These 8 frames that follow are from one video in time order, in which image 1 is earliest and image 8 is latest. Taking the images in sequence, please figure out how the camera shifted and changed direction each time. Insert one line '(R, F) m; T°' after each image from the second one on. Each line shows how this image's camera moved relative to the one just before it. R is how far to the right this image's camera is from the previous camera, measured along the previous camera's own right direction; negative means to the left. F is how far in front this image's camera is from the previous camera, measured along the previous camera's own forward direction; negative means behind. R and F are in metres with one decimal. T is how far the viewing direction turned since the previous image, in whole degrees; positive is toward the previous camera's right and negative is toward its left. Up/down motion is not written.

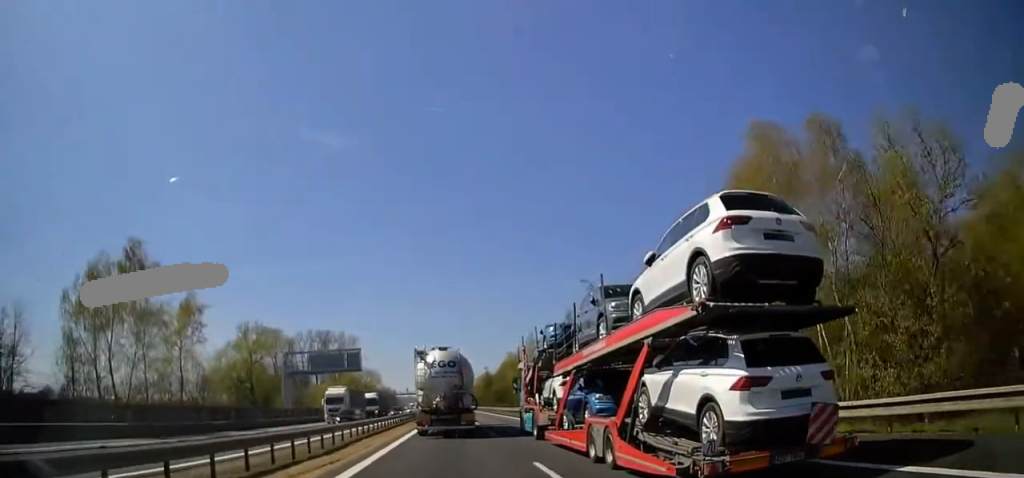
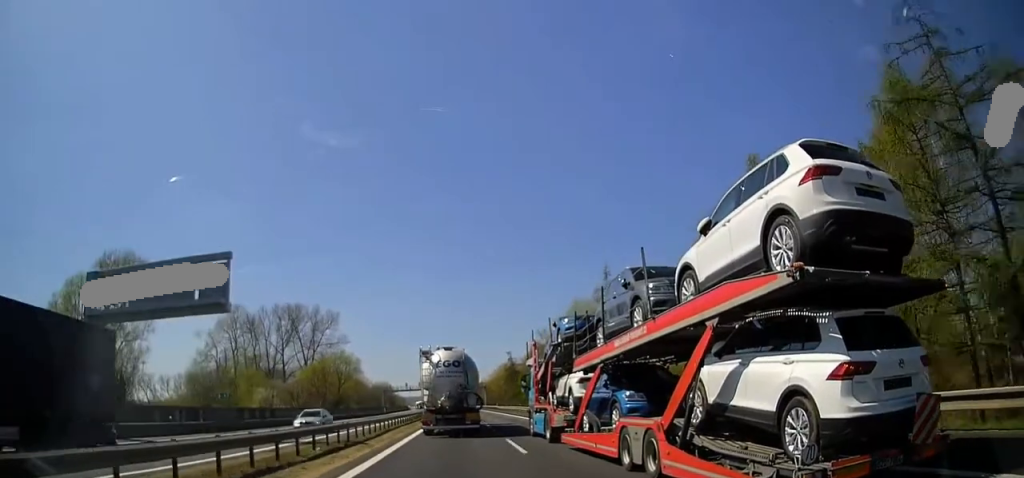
(-0.6, +45.2) m; -1°
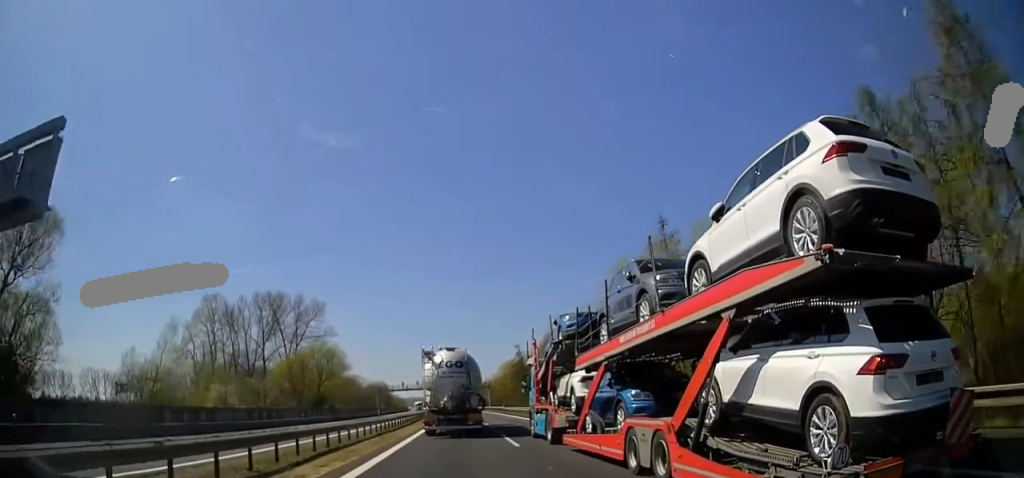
(0.0, +15.4) m; 0°
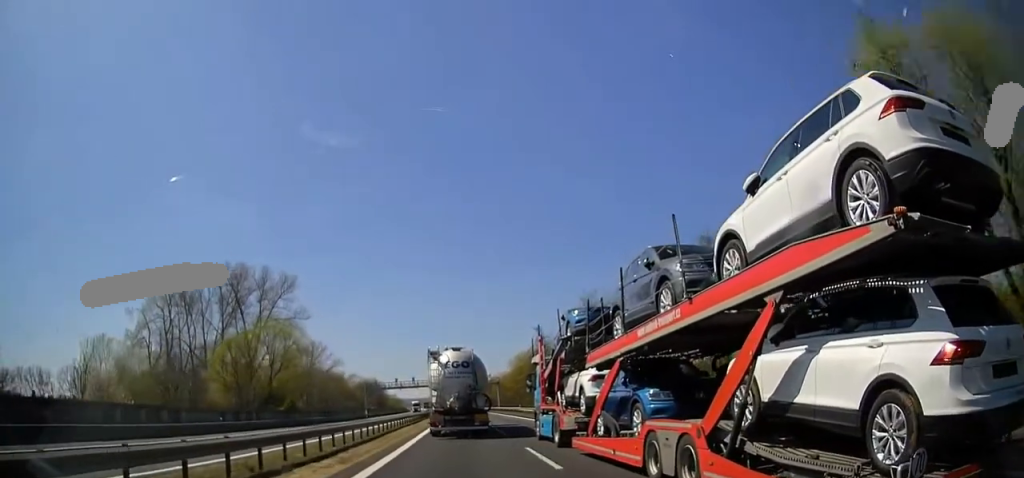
(0.0, +24.5) m; 0°
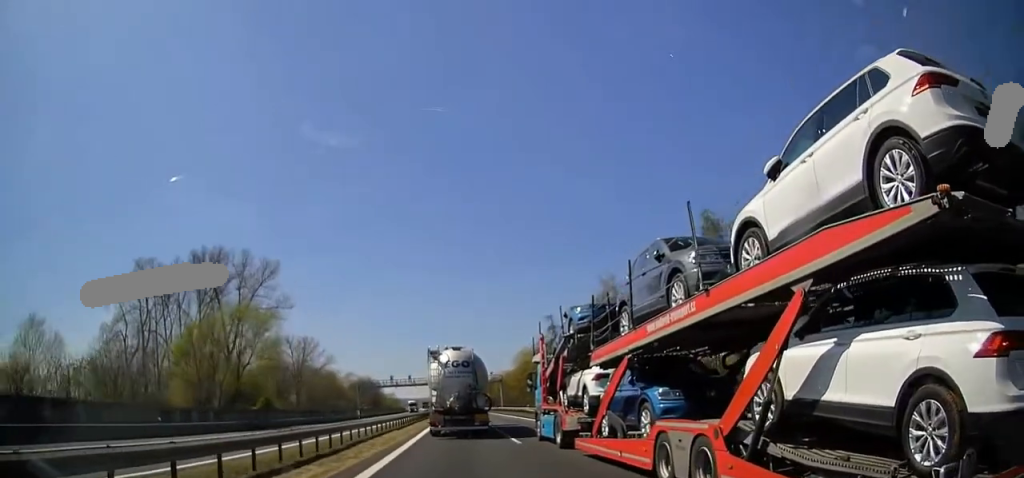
(0.0, +9.8) m; 0°
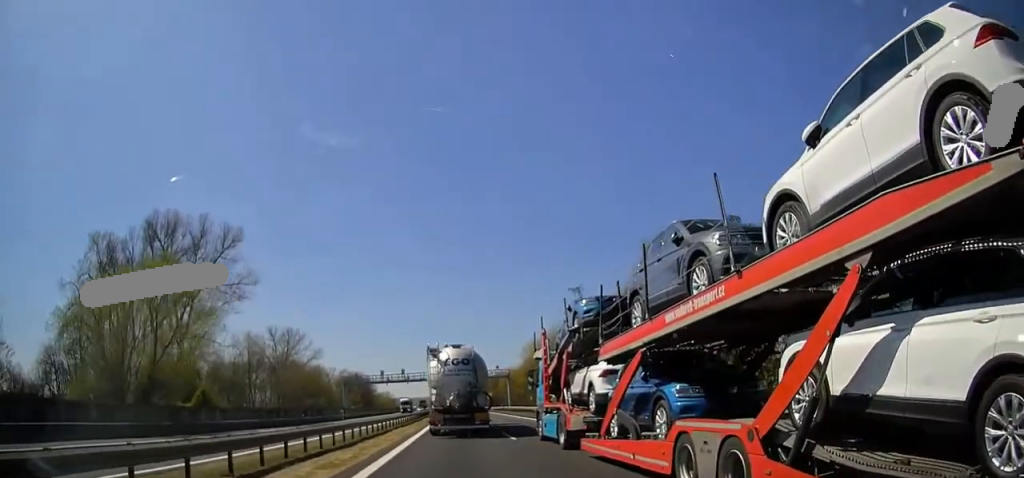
(0.0, +16.5) m; 0°
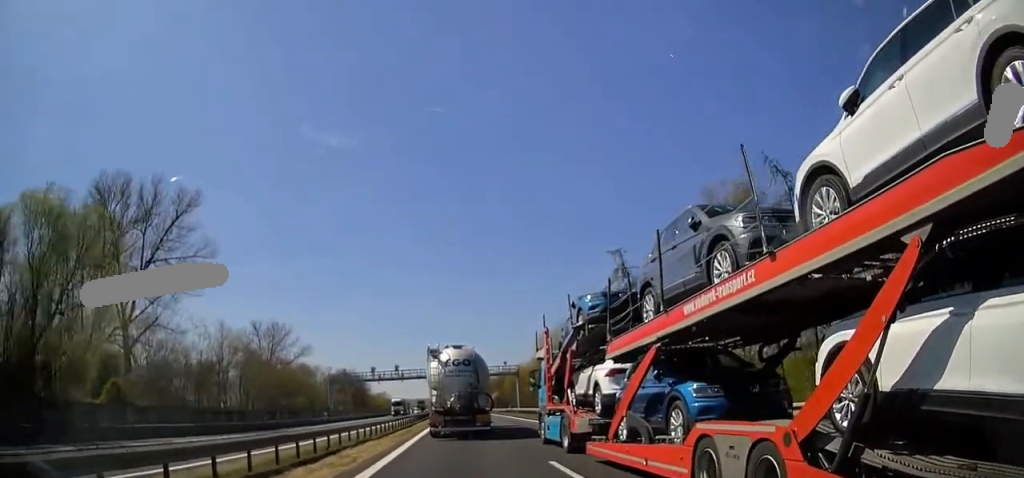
(0.0, +14.0) m; 0°
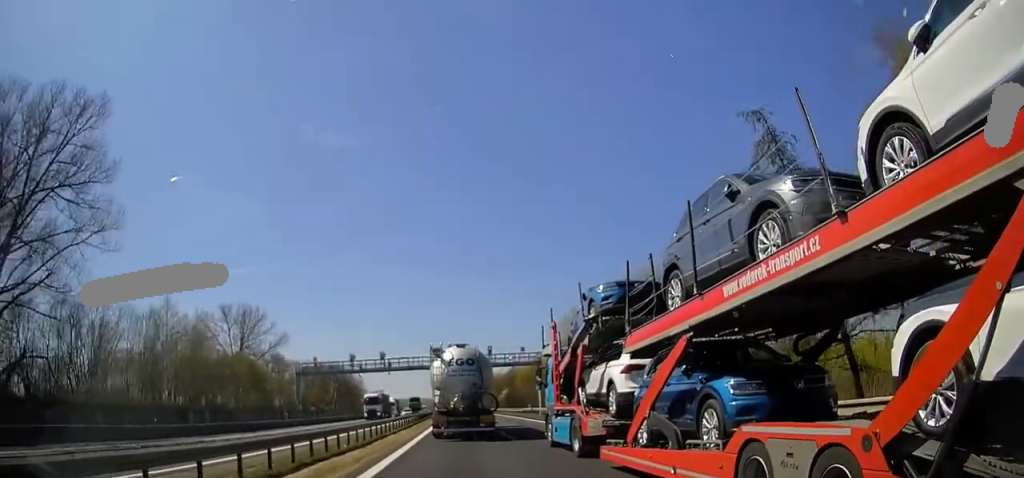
(-0.1, +21.6) m; 0°
